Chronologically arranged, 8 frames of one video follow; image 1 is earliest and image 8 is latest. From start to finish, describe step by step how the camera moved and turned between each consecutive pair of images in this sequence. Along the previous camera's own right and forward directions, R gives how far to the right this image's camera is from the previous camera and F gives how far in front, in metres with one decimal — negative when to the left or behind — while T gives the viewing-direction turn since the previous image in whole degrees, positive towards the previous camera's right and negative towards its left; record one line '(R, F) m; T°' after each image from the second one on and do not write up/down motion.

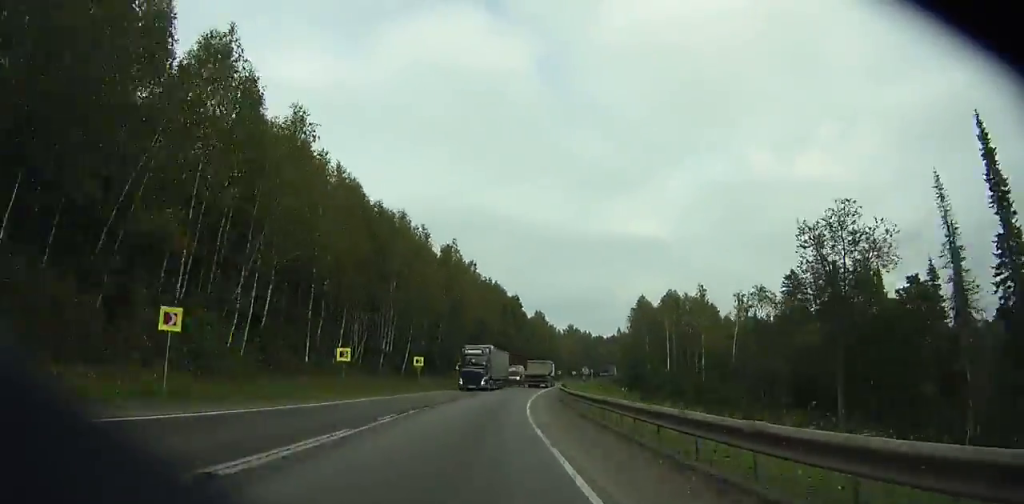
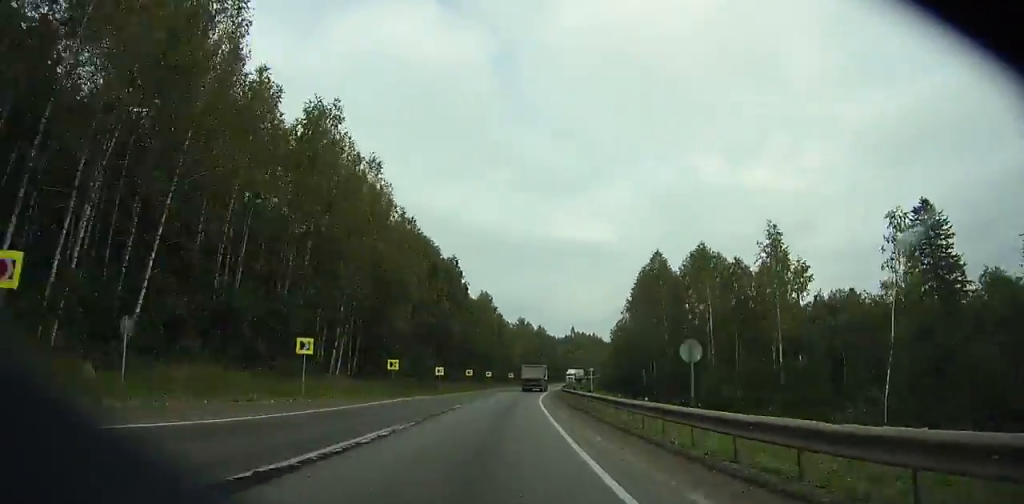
(+1.3, +47.0) m; +5°
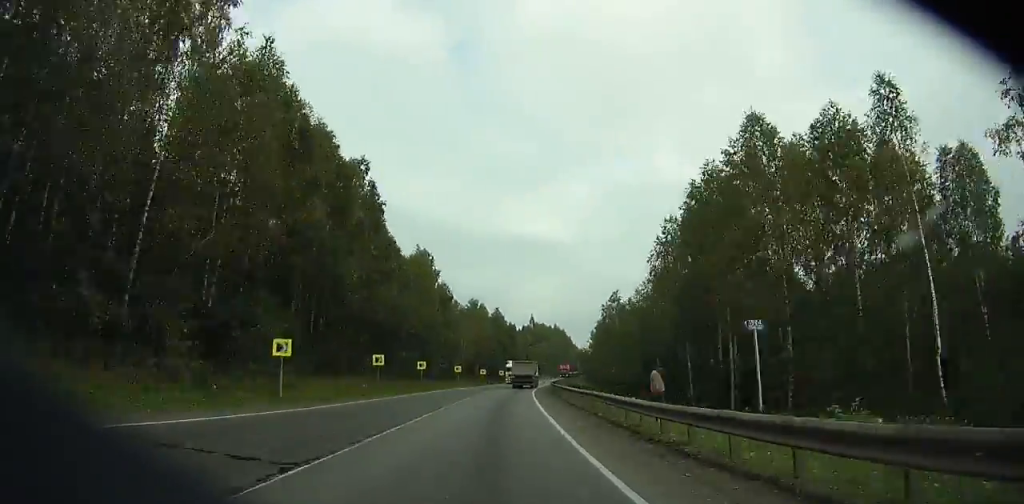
(+1.3, +40.8) m; +5°
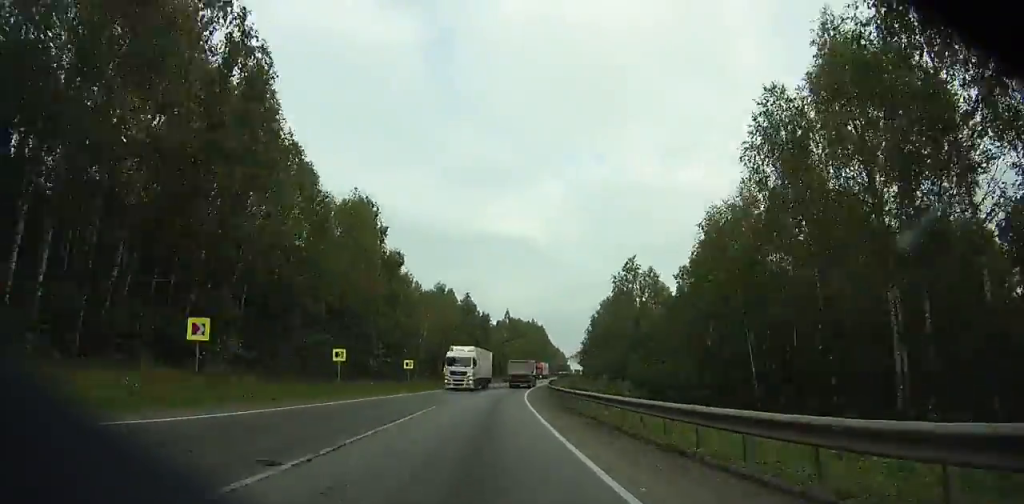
(+1.4, +26.5) m; +2°
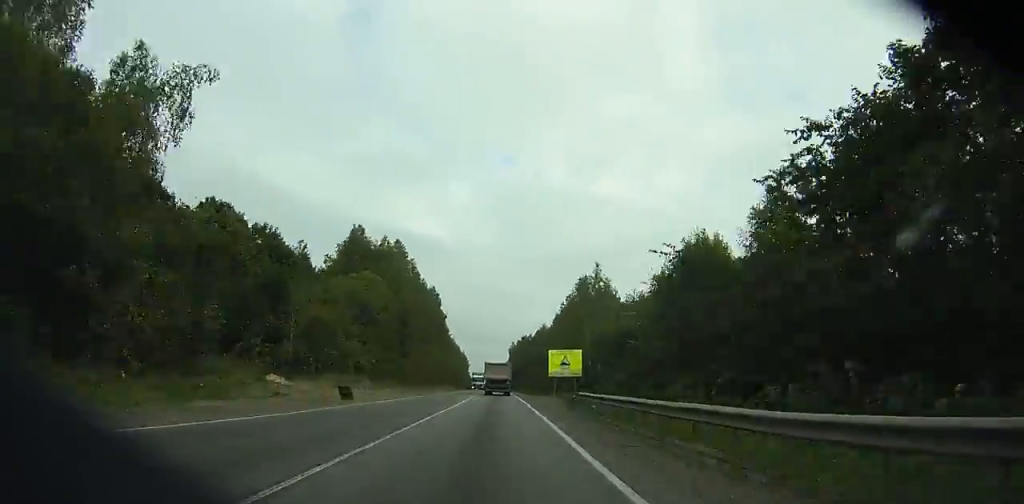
(+12.3, +126.1) m; +10°
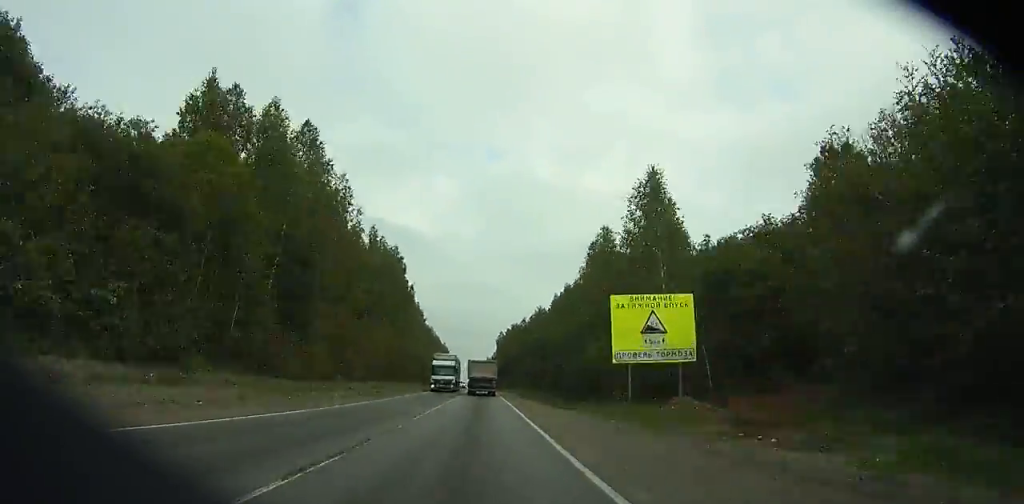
(+0.8, +36.7) m; +2°
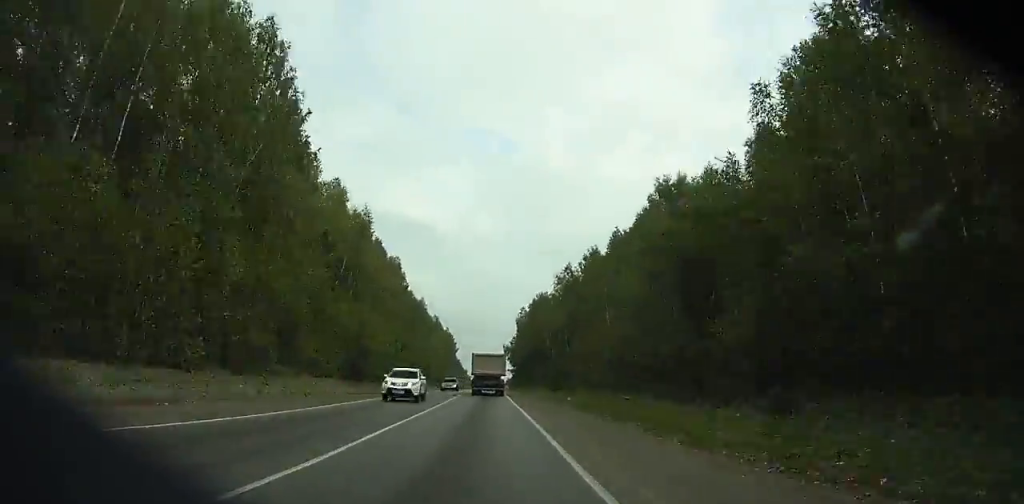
(+0.6, +63.8) m; 0°
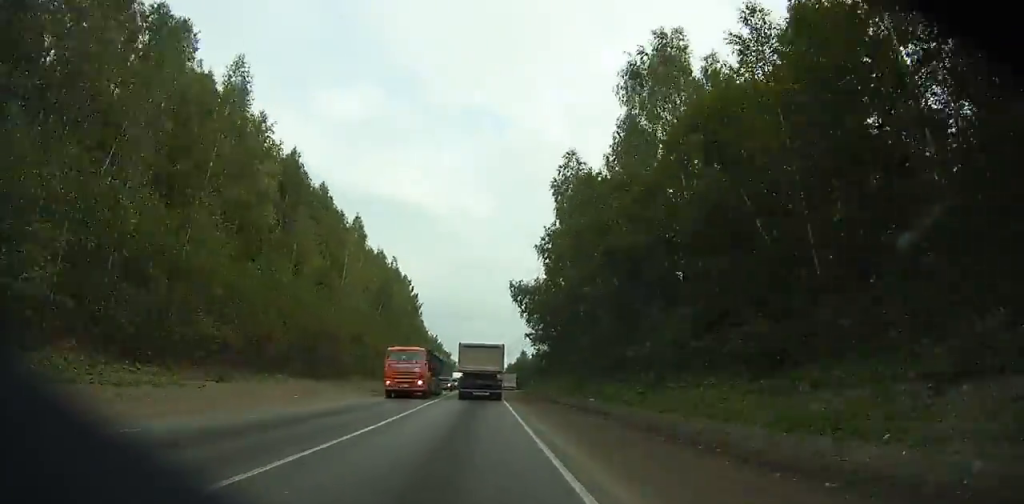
(-0.5, +102.6) m; 0°
